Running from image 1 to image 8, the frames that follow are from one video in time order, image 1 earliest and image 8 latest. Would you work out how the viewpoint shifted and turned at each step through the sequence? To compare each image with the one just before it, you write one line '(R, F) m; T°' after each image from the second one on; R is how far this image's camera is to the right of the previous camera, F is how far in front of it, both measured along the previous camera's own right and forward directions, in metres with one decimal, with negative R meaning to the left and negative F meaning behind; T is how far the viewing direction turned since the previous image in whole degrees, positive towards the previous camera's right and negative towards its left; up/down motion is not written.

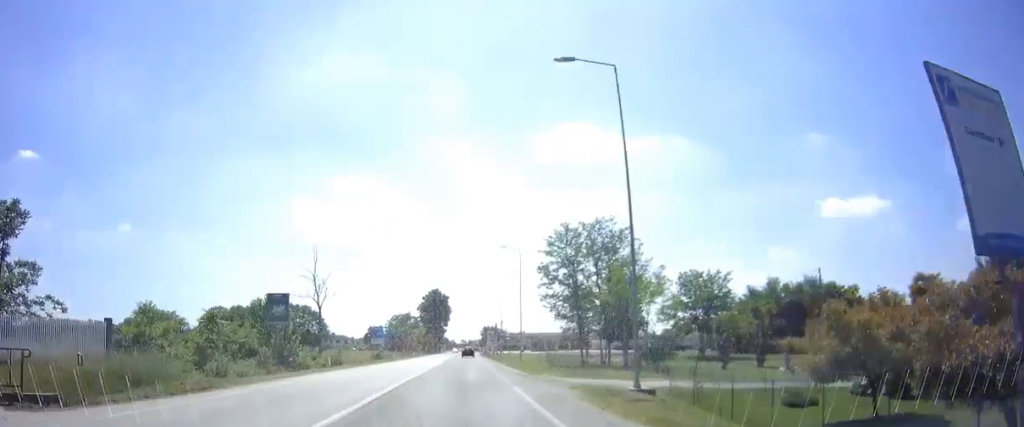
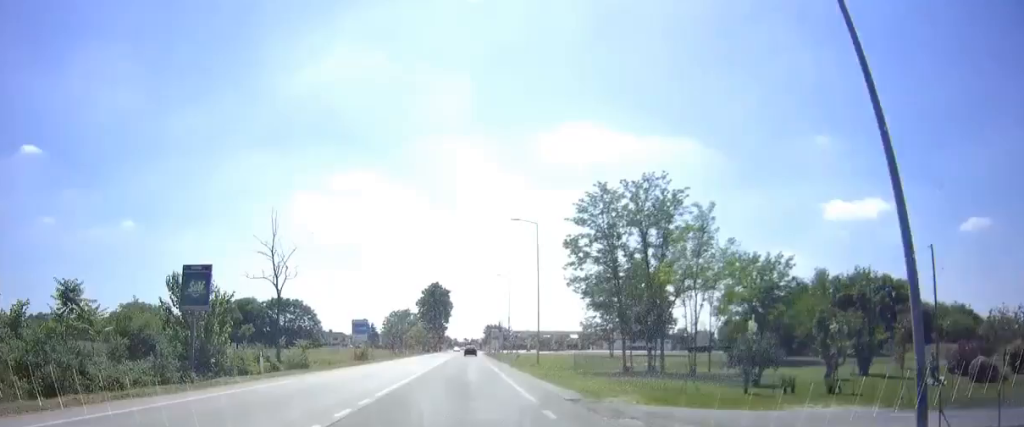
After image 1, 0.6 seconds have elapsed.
(-0.1, +12.1) m; 0°
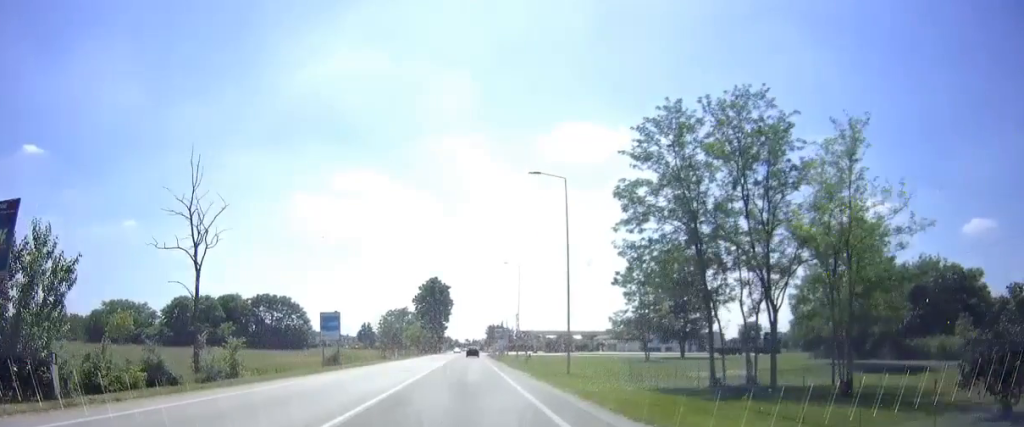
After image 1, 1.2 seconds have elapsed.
(-0.1, +12.1) m; 0°
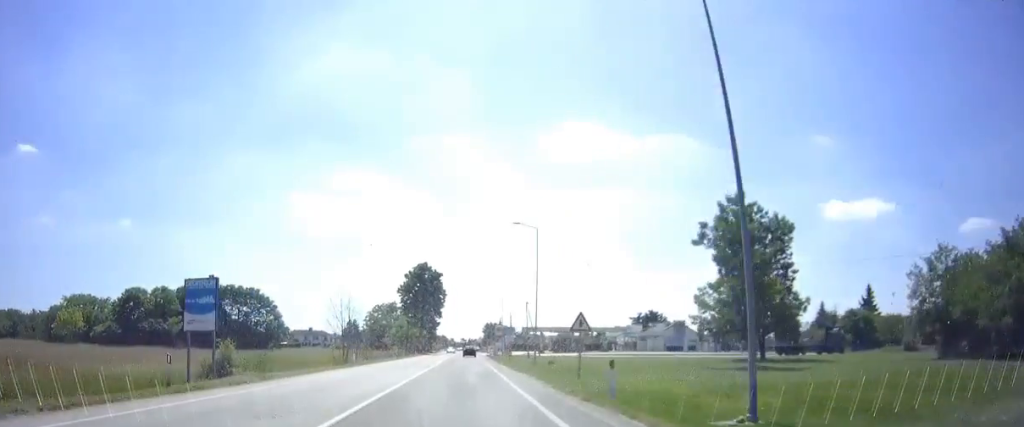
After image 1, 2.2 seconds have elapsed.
(+0.3, +19.3) m; 0°
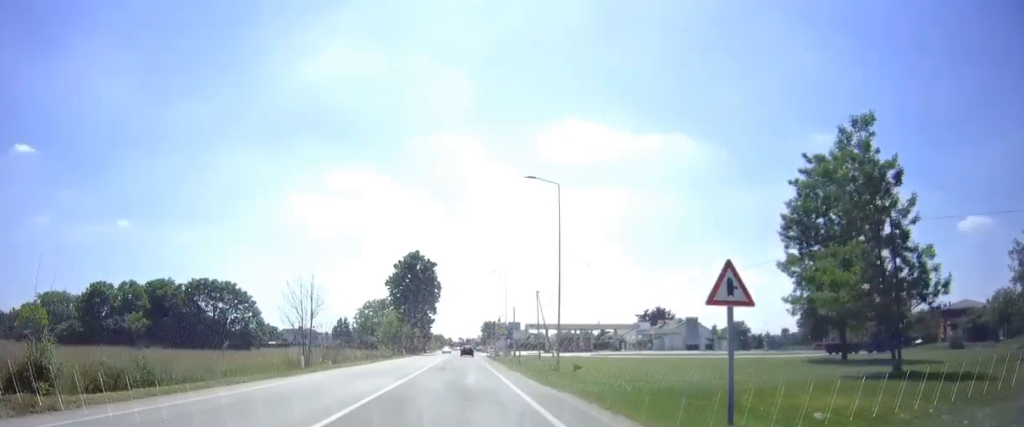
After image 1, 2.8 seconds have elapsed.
(-0.2, +11.9) m; 0°
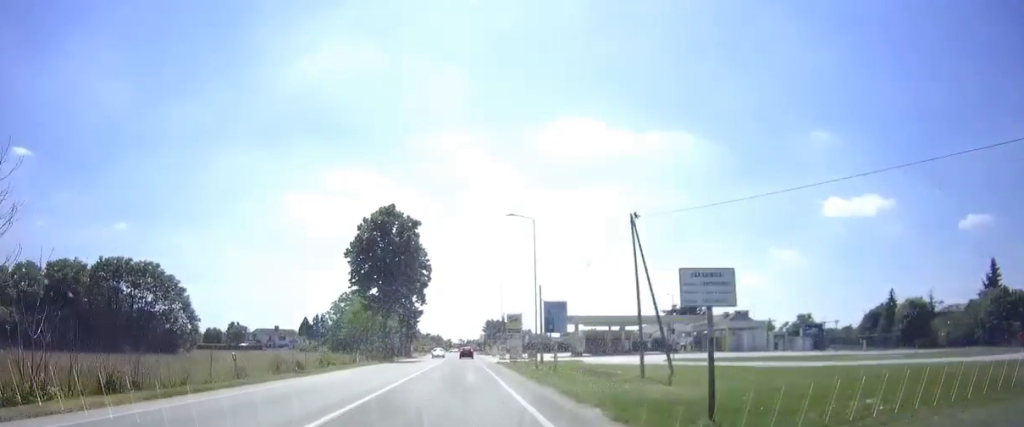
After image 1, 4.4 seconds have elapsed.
(+0.2, +32.2) m; 0°
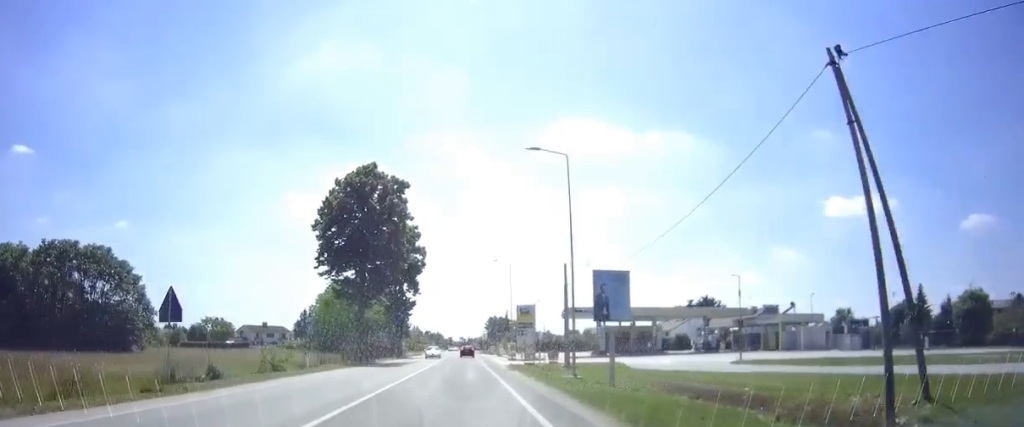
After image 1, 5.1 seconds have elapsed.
(-0.1, +13.0) m; 0°
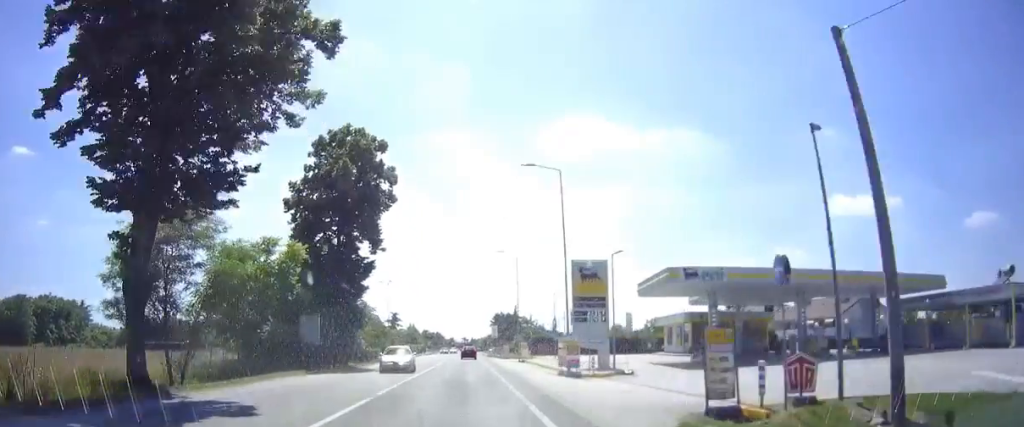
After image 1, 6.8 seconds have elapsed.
(+0.2, +33.4) m; 0°
